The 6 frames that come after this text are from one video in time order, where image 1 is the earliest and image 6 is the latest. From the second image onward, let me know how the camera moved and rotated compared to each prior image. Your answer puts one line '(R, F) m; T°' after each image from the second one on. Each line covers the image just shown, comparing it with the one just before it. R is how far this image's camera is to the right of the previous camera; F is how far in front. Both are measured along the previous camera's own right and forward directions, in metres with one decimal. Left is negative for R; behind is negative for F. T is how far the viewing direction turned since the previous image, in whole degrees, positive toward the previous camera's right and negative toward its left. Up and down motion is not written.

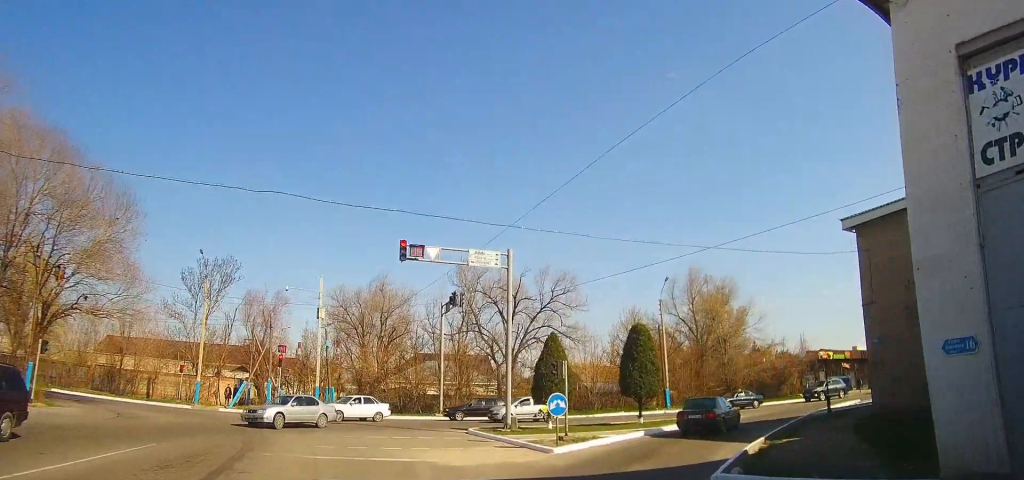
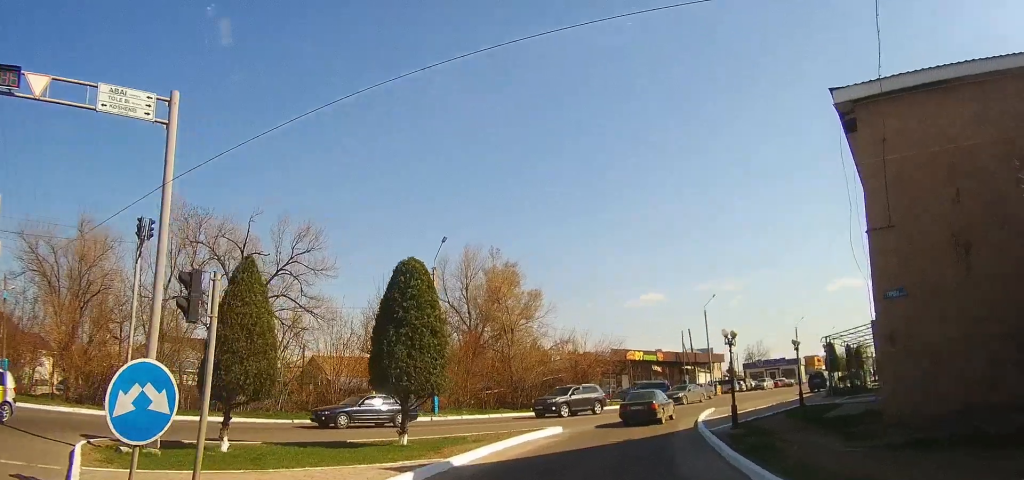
(+1.7, +12.9) m; +22°
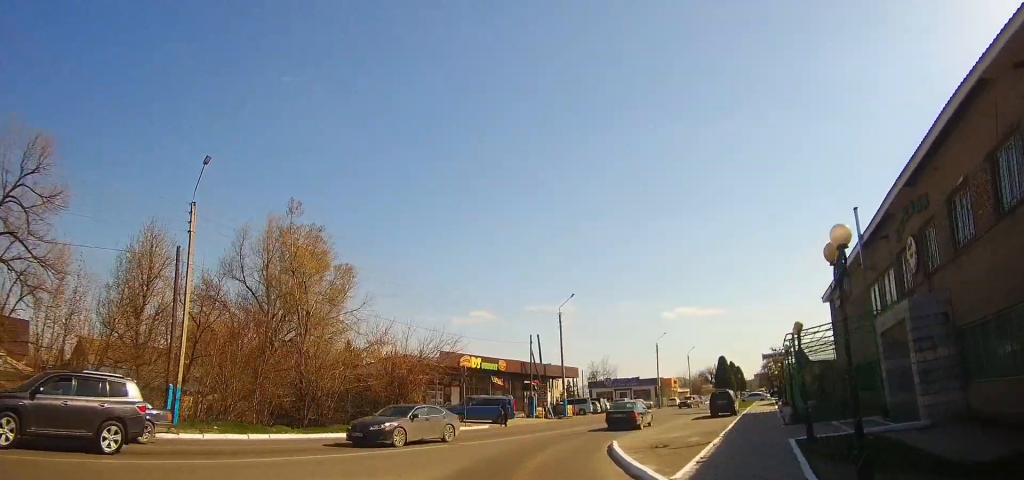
(+2.8, +11.9) m; +23°
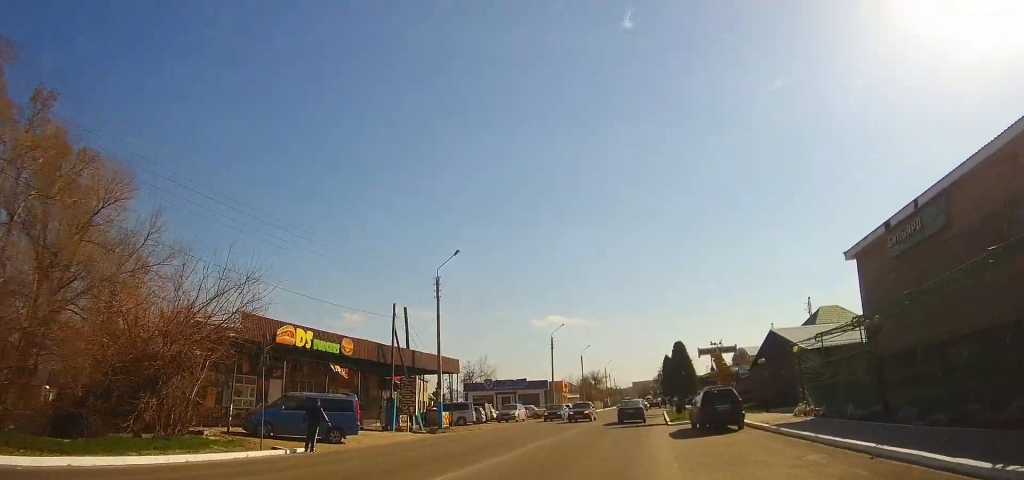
(+1.9, +15.1) m; +14°
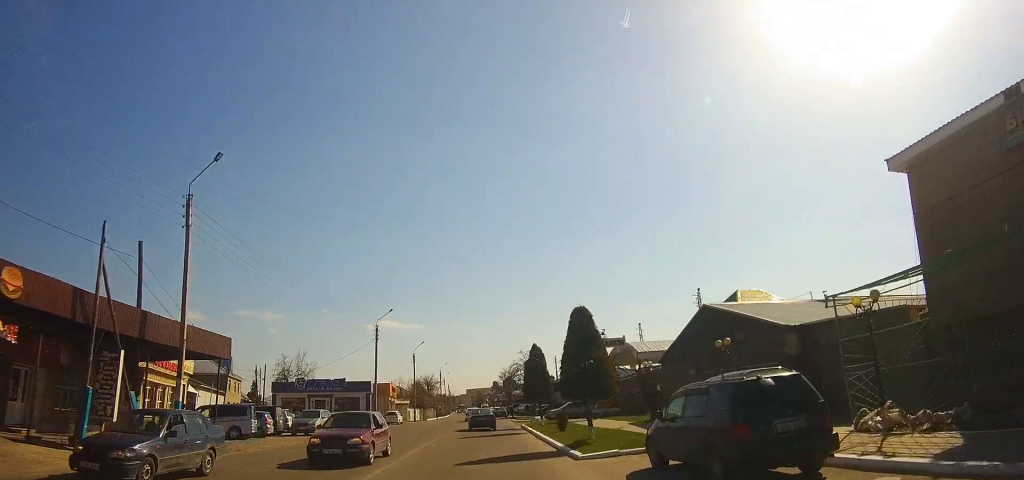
(+1.8, +13.1) m; +15°
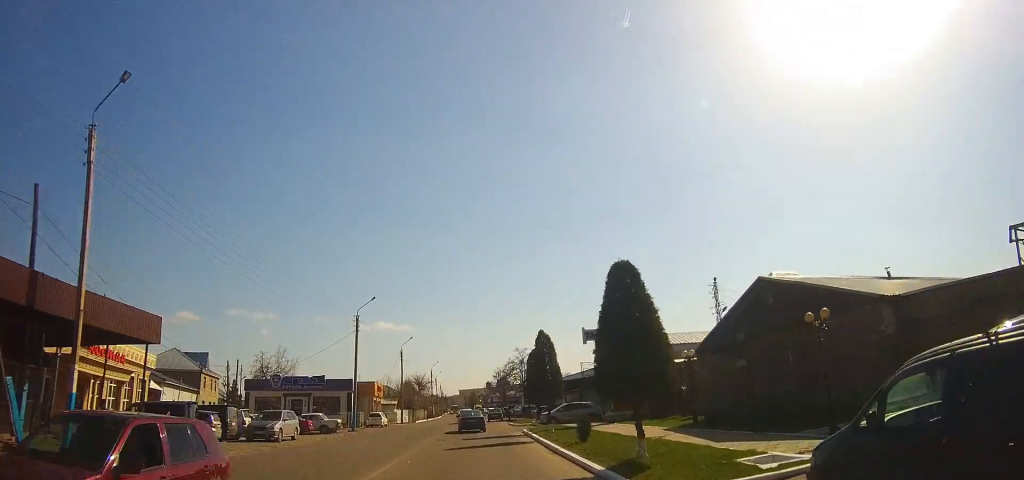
(+0.2, +5.8) m; +2°
